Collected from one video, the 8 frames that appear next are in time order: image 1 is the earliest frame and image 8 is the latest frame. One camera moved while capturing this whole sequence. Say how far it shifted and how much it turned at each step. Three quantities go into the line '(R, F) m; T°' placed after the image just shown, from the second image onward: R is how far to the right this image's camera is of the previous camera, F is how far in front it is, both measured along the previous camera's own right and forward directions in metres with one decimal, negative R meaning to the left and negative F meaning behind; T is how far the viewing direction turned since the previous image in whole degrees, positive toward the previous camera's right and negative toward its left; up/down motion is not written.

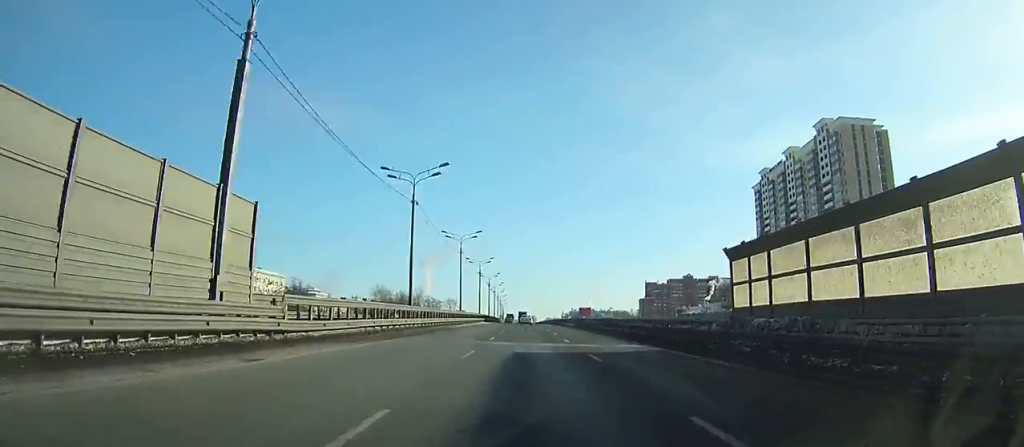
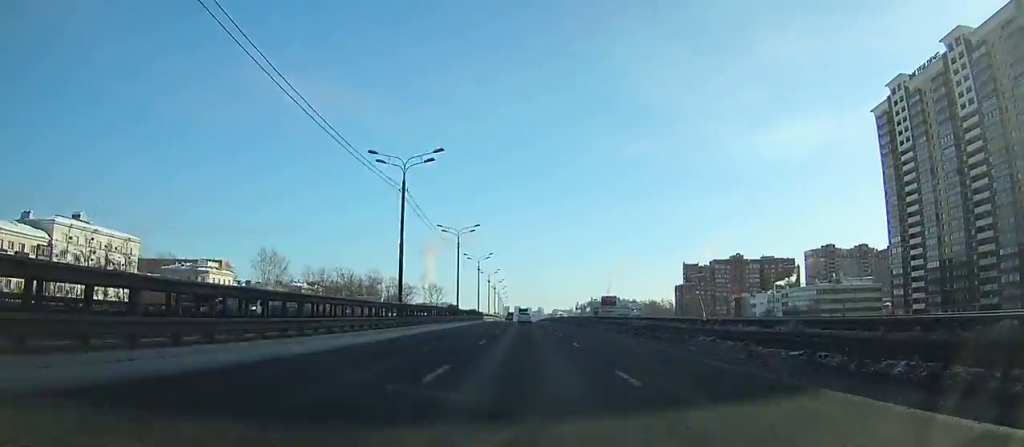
(-0.4, +101.1) m; -1°
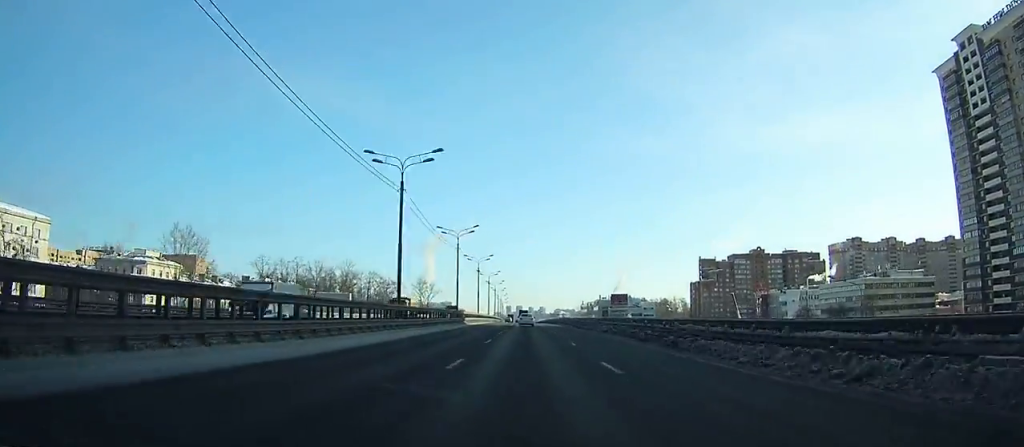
(-0.3, +33.3) m; 0°
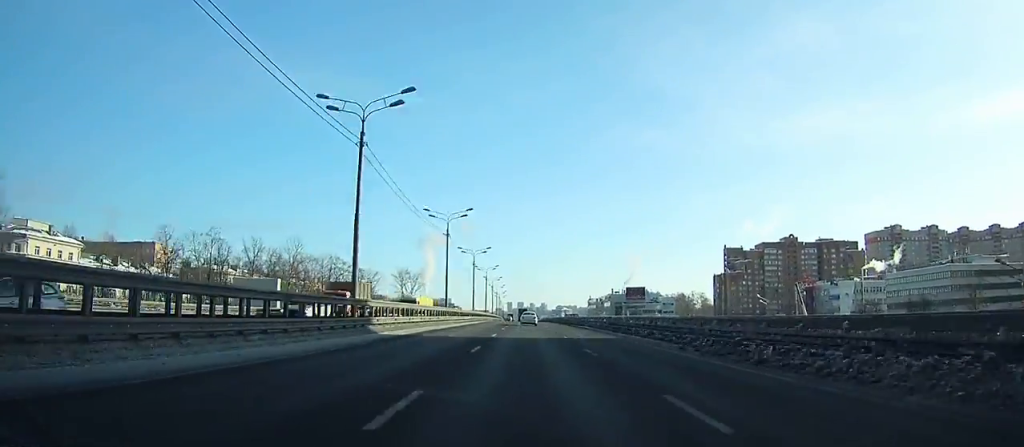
(0.0, +43.2) m; 0°
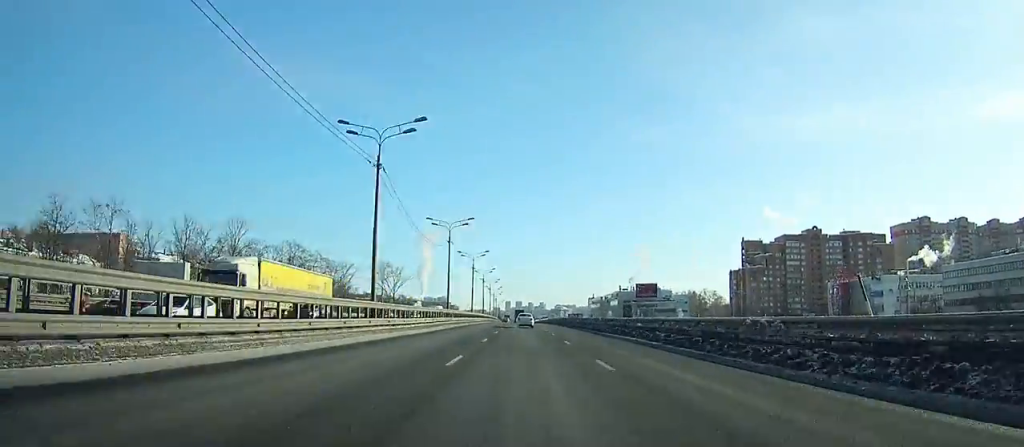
(0.0, +28.7) m; 0°
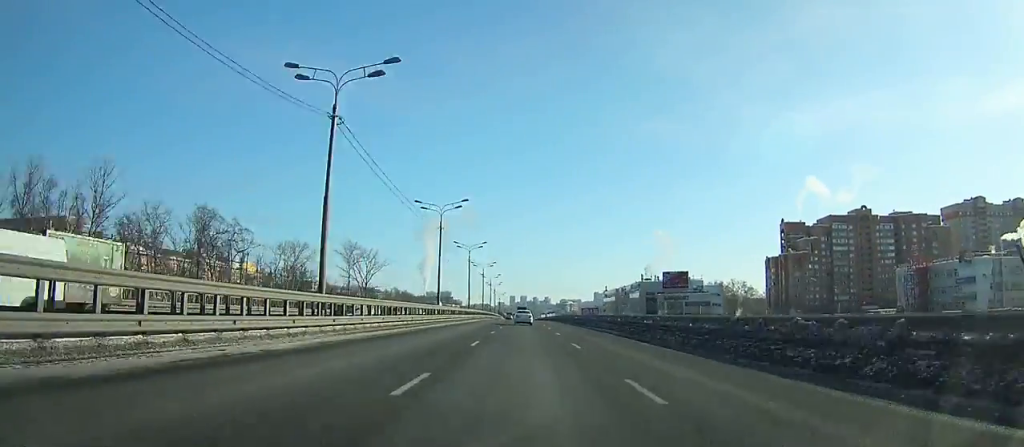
(-0.2, +40.7) m; 0°
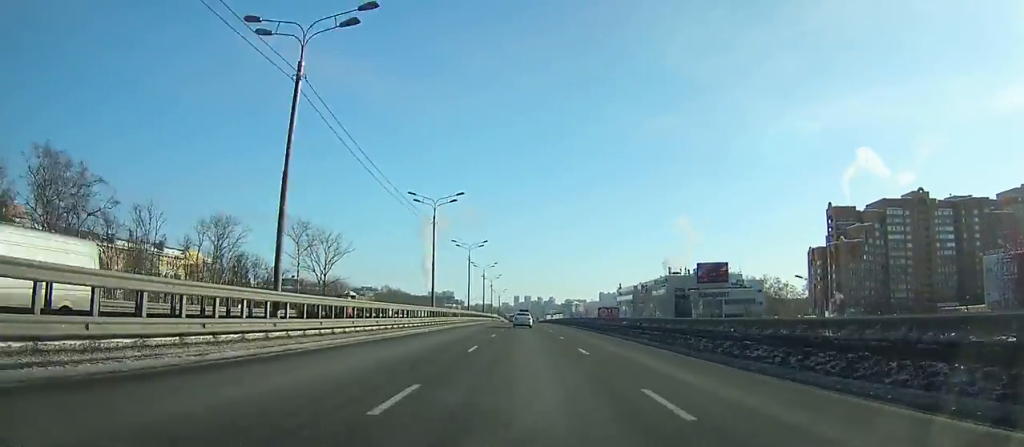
(-0.1, +38.6) m; 0°
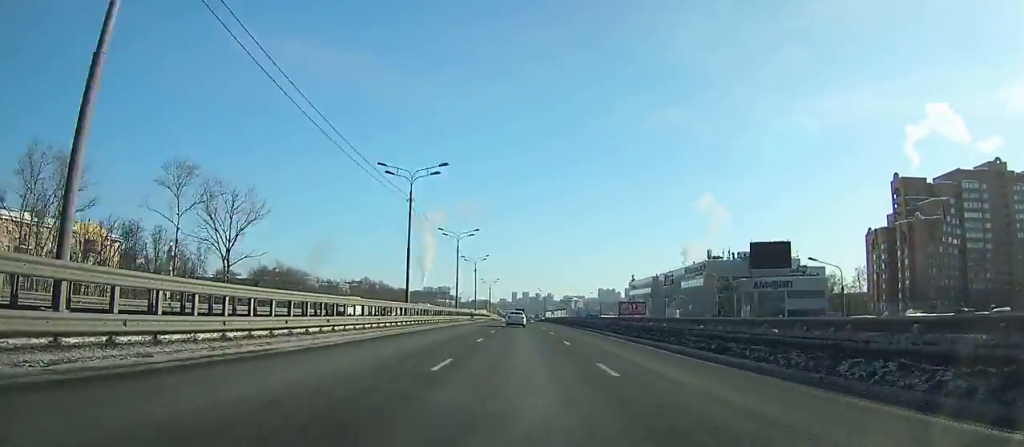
(-0.1, +42.6) m; 0°
